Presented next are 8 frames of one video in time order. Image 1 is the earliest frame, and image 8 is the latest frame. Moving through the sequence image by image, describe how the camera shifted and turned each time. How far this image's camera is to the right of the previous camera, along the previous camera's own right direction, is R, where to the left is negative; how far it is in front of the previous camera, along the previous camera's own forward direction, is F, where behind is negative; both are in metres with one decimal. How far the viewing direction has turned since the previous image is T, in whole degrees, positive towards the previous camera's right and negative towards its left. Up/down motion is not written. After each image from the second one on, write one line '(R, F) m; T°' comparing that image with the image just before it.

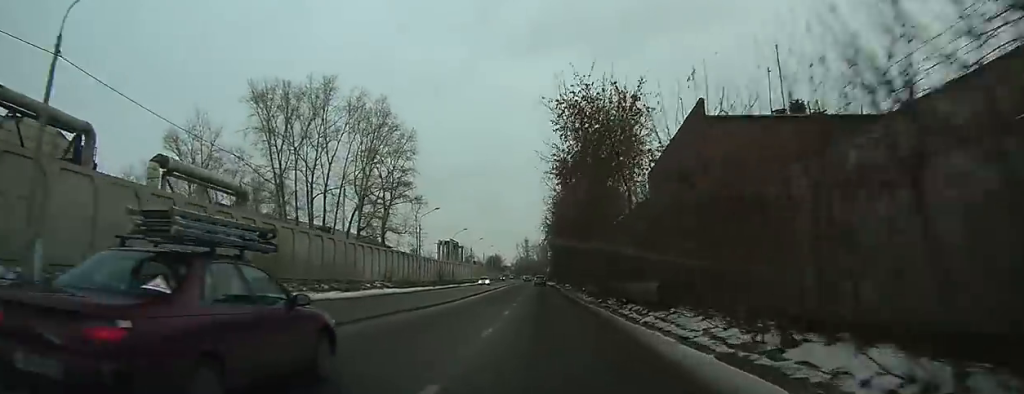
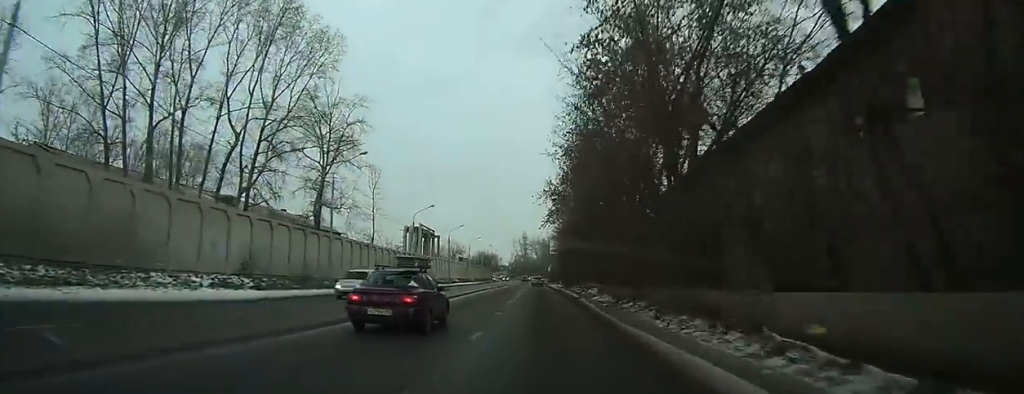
(+0.2, +32.9) m; 0°
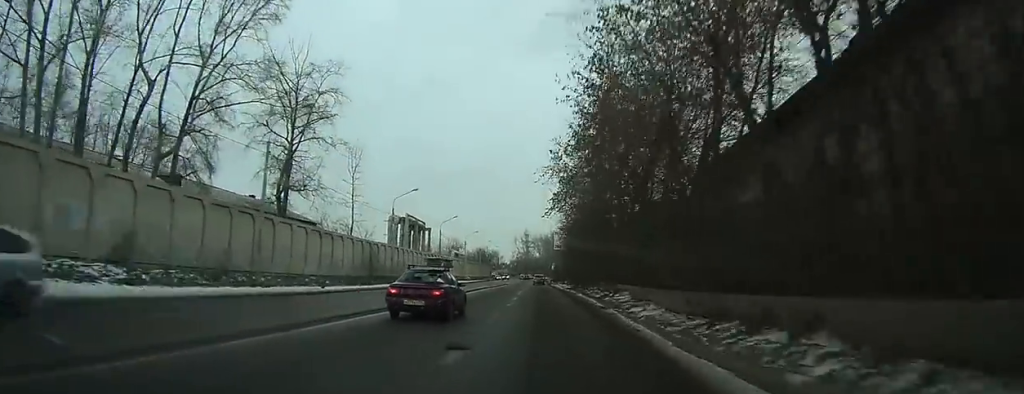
(0.0, +12.0) m; 0°
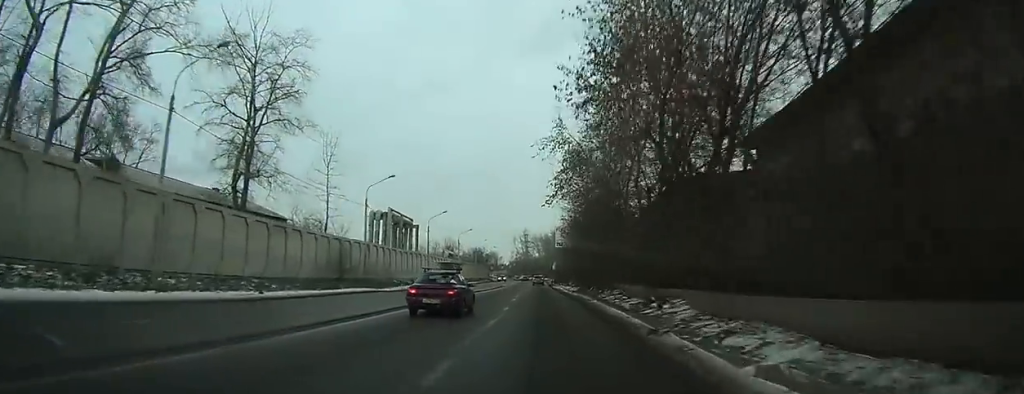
(-0.1, +9.7) m; 0°
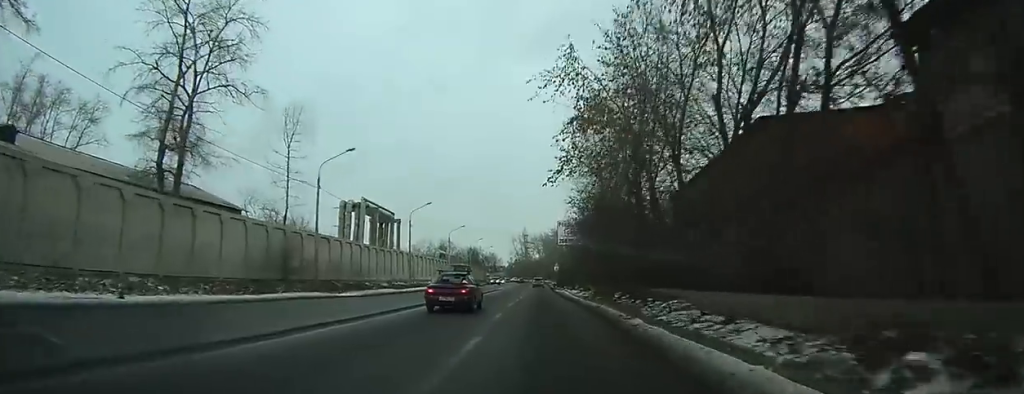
(0.0, +12.0) m; 0°
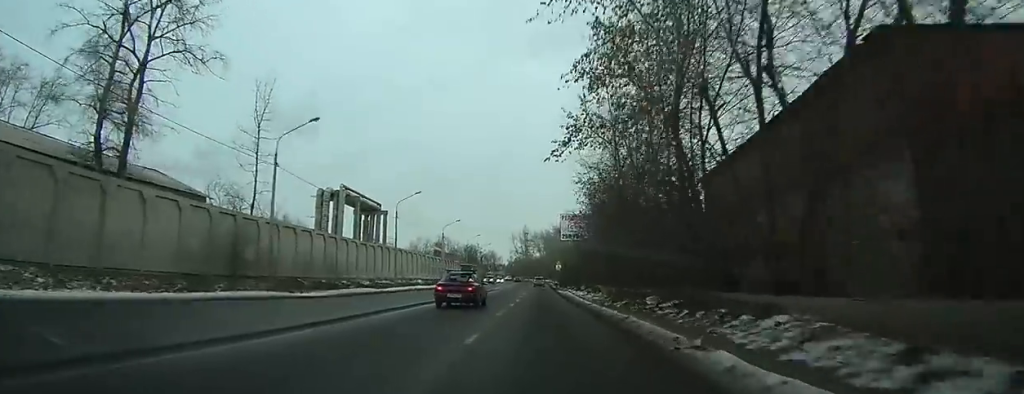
(0.0, +7.4) m; 0°
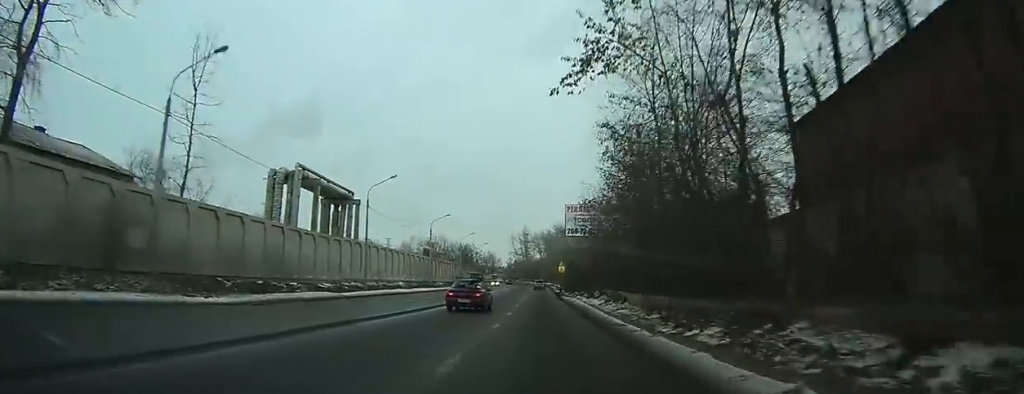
(0.0, +11.4) m; 0°
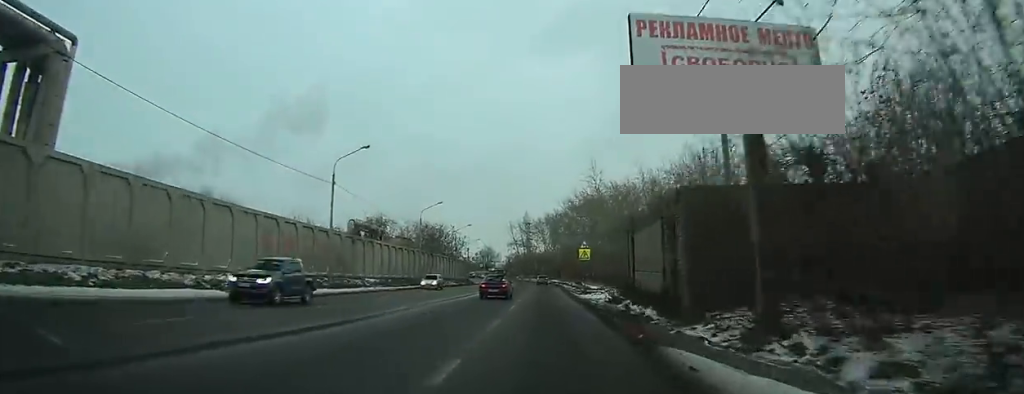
(+1.0, +41.0) m; +2°
